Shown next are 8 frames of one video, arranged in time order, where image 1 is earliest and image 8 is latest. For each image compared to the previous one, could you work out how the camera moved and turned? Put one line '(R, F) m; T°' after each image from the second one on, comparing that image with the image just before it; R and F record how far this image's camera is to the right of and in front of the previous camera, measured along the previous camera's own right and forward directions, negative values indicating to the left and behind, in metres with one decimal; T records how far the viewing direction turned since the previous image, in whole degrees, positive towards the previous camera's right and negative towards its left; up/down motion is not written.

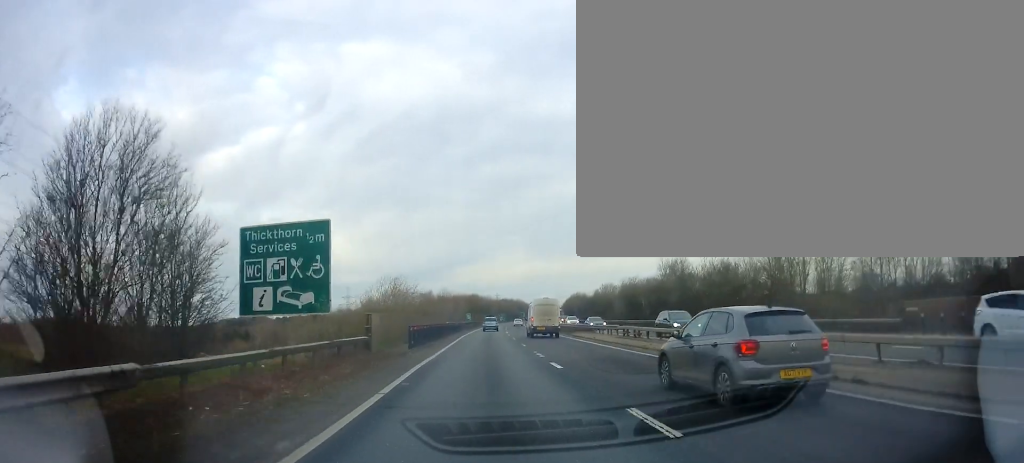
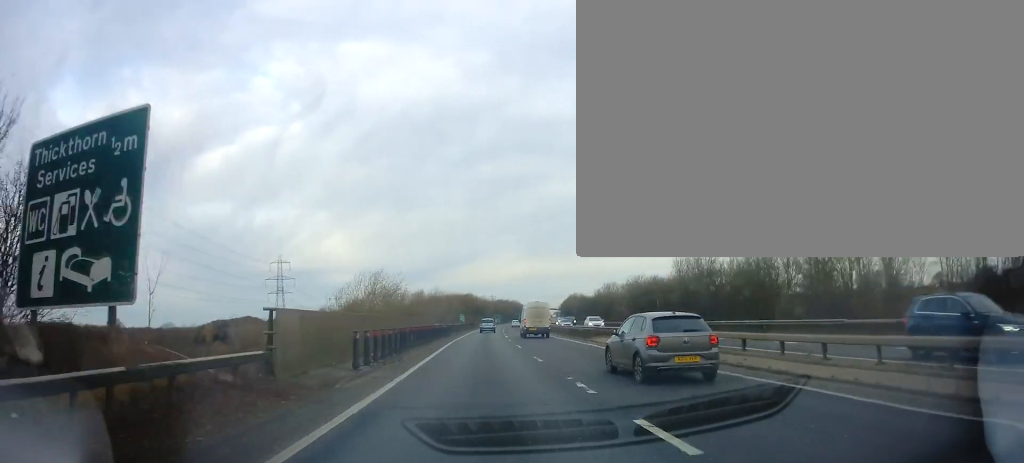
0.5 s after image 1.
(0.0, +9.9) m; 0°
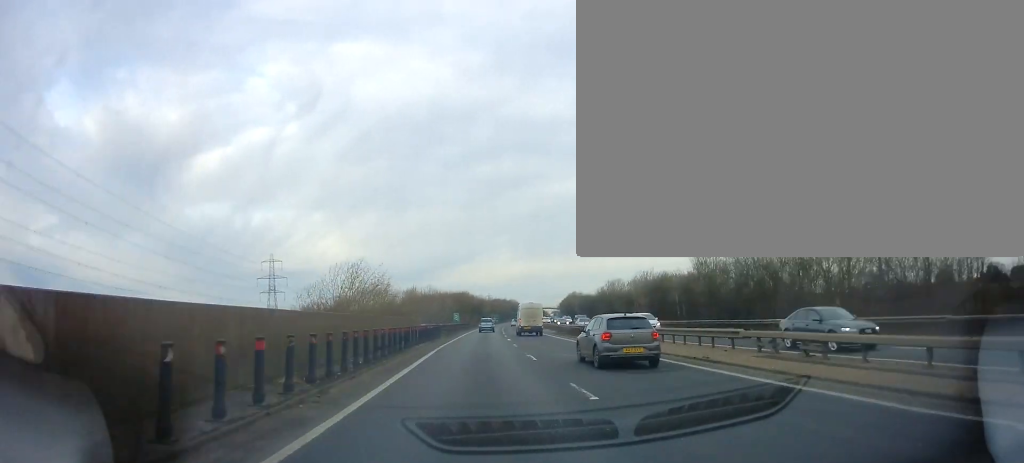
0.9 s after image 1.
(+0.1, +9.2) m; 0°
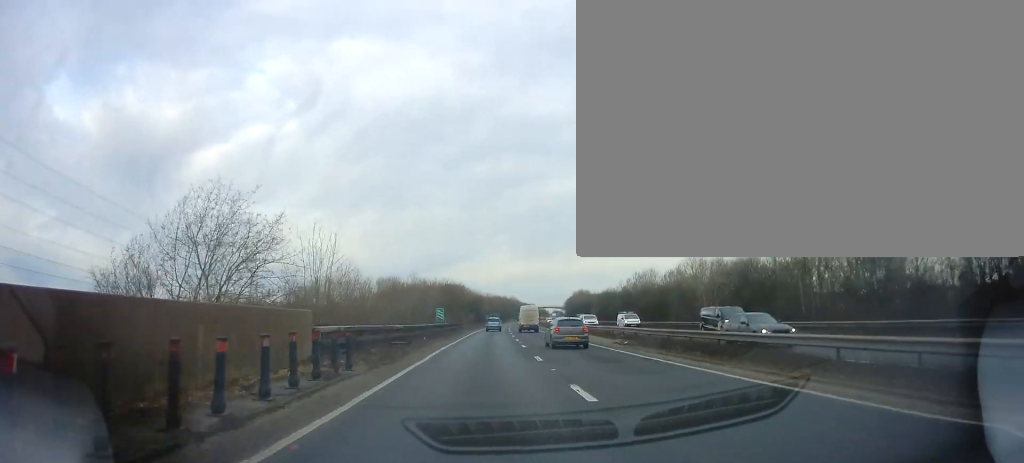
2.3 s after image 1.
(0.0, +28.9) m; 0°
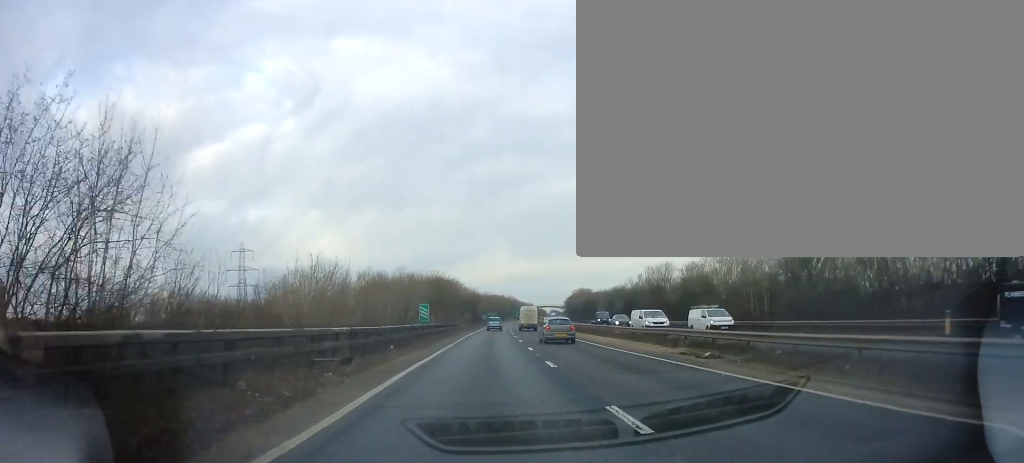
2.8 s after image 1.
(0.0, +12.0) m; 0°
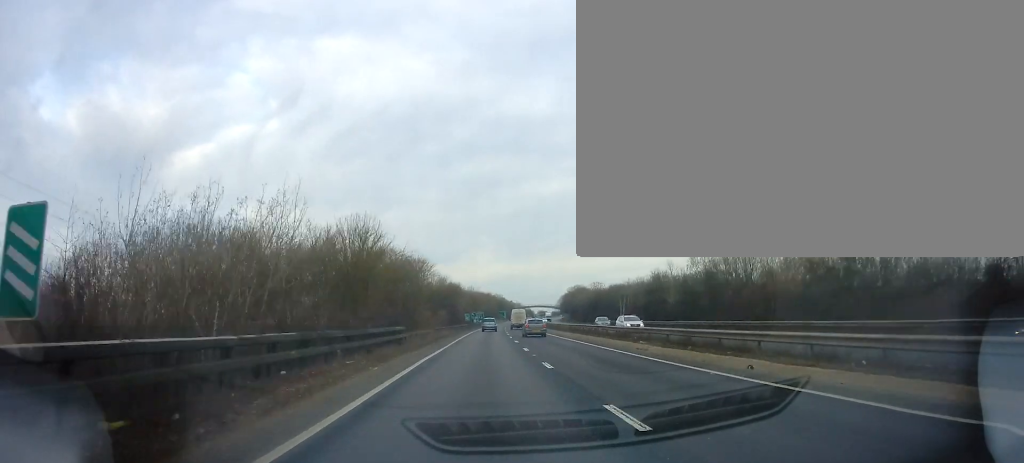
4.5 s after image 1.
(-0.1, +36.2) m; +1°
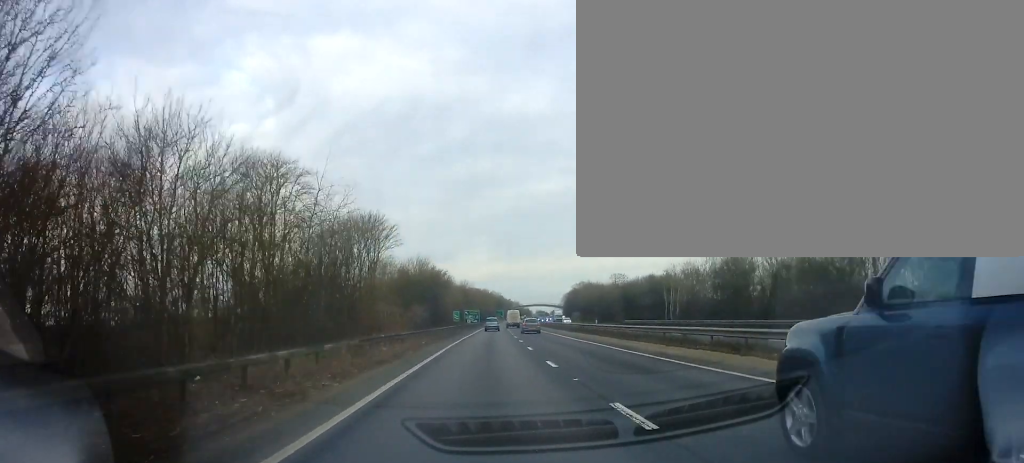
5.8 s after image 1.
(+0.7, +27.4) m; +1°
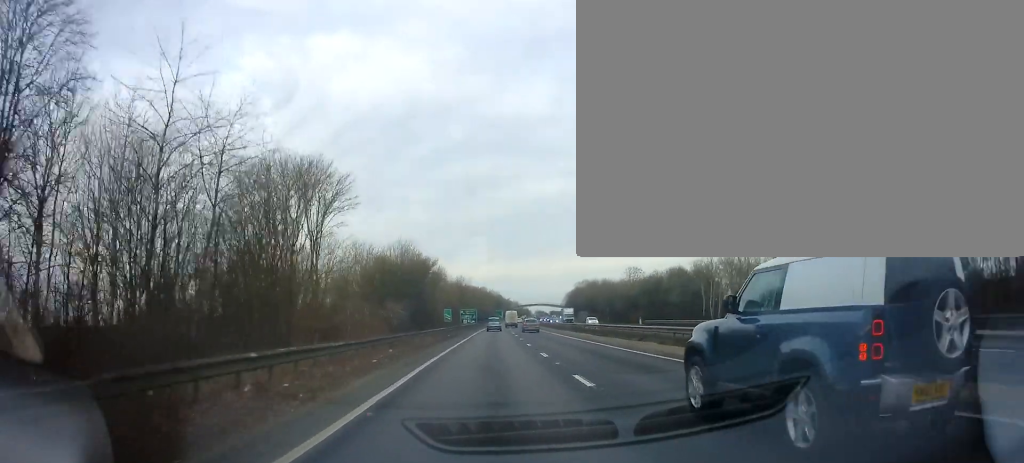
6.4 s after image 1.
(-0.1, +13.7) m; 0°
